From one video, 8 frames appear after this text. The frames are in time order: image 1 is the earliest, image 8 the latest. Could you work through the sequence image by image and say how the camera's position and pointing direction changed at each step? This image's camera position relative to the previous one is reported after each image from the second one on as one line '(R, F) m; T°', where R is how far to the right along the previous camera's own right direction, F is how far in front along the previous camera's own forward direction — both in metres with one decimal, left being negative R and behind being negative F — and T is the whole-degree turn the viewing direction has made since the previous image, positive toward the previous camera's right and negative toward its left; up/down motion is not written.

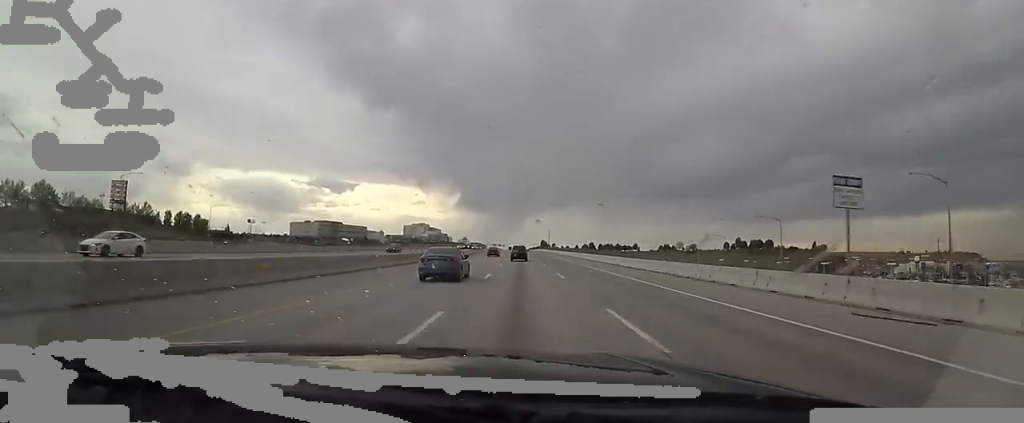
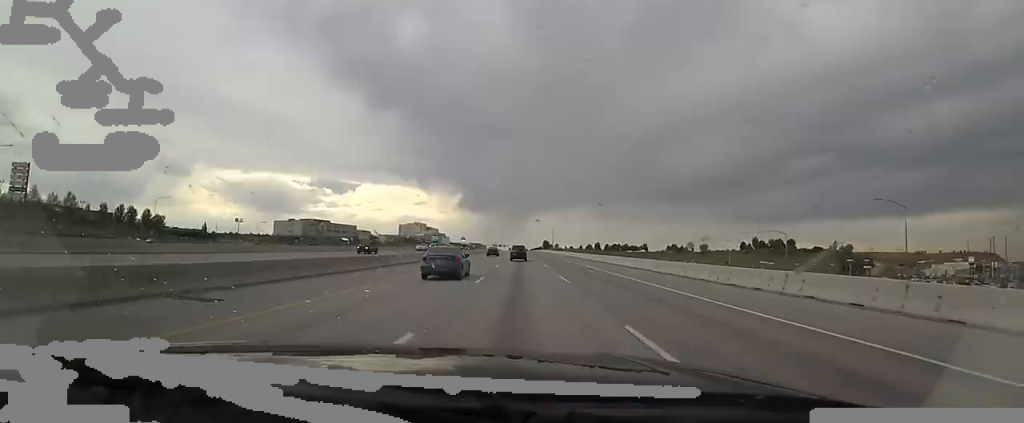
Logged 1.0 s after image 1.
(+1.1, +33.7) m; 0°
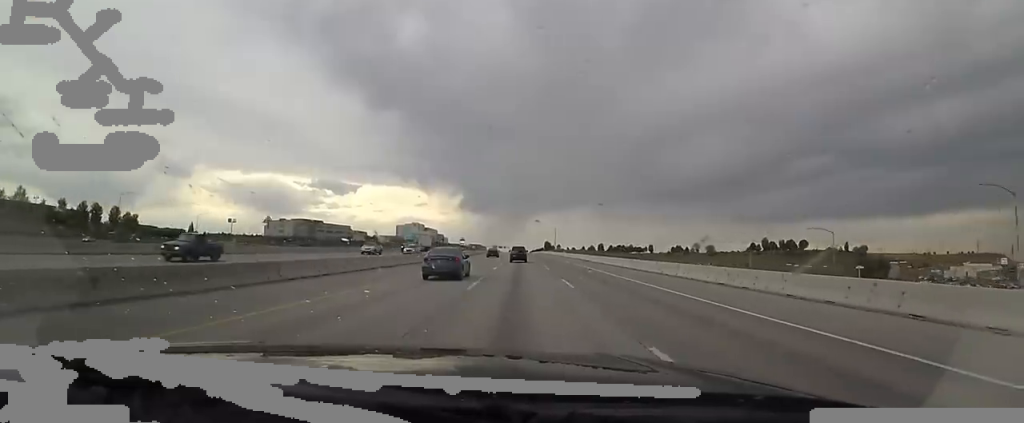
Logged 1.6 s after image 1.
(-0.7, +17.4) m; -1°
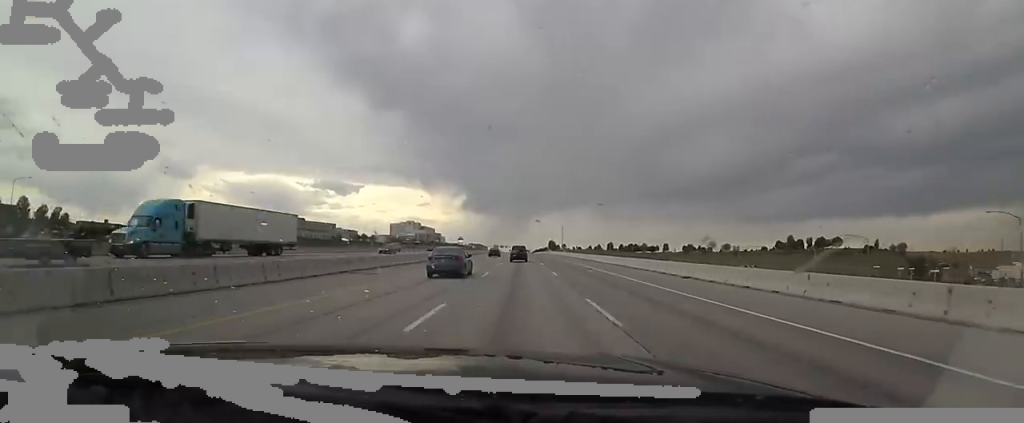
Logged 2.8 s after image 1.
(-0.4, +40.0) m; +1°
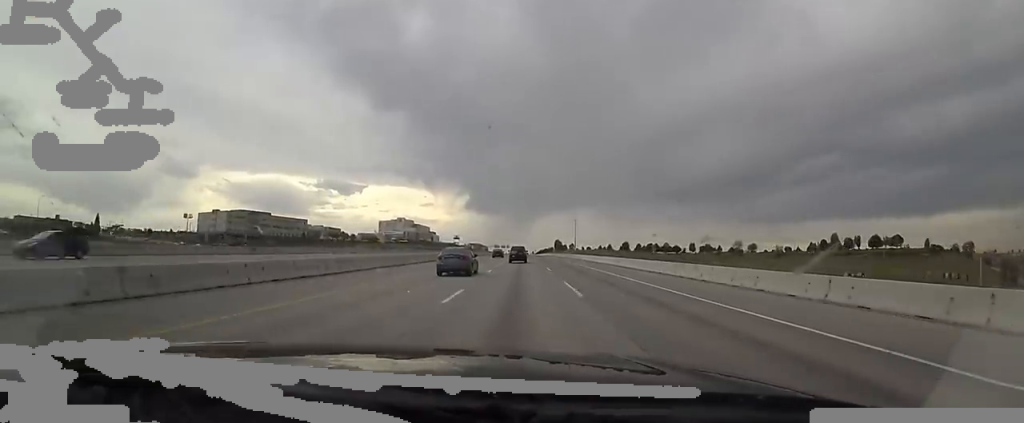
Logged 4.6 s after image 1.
(+0.1, +55.0) m; -2°
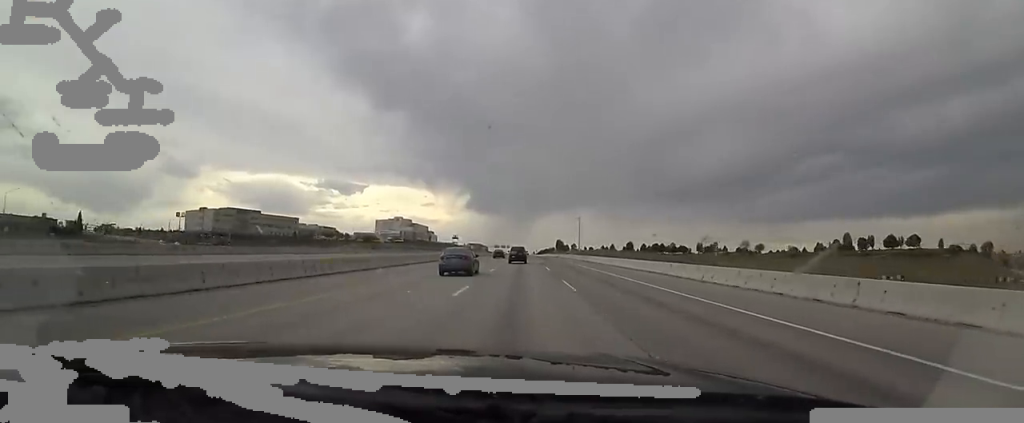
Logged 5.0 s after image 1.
(-0.2, +13.6) m; -1°
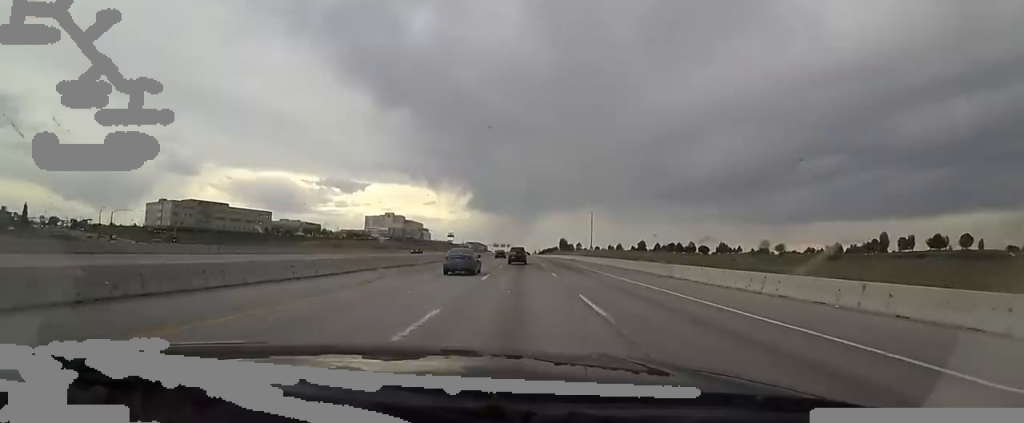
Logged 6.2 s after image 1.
(+0.1, +37.3) m; 0°
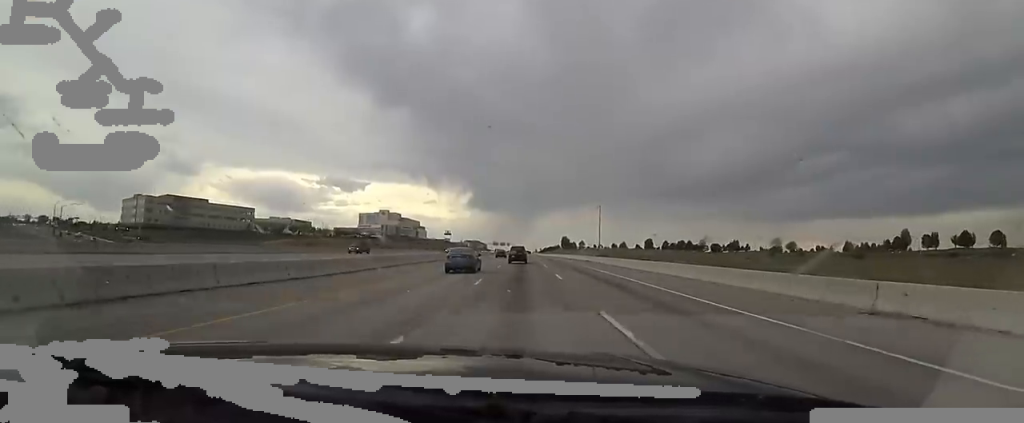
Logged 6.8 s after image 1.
(+0.1, +19.4) m; 0°
